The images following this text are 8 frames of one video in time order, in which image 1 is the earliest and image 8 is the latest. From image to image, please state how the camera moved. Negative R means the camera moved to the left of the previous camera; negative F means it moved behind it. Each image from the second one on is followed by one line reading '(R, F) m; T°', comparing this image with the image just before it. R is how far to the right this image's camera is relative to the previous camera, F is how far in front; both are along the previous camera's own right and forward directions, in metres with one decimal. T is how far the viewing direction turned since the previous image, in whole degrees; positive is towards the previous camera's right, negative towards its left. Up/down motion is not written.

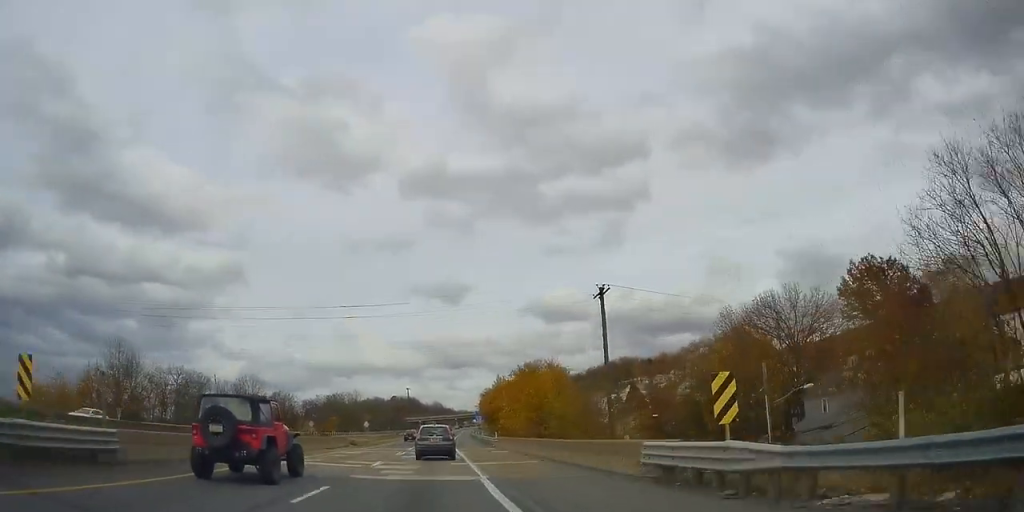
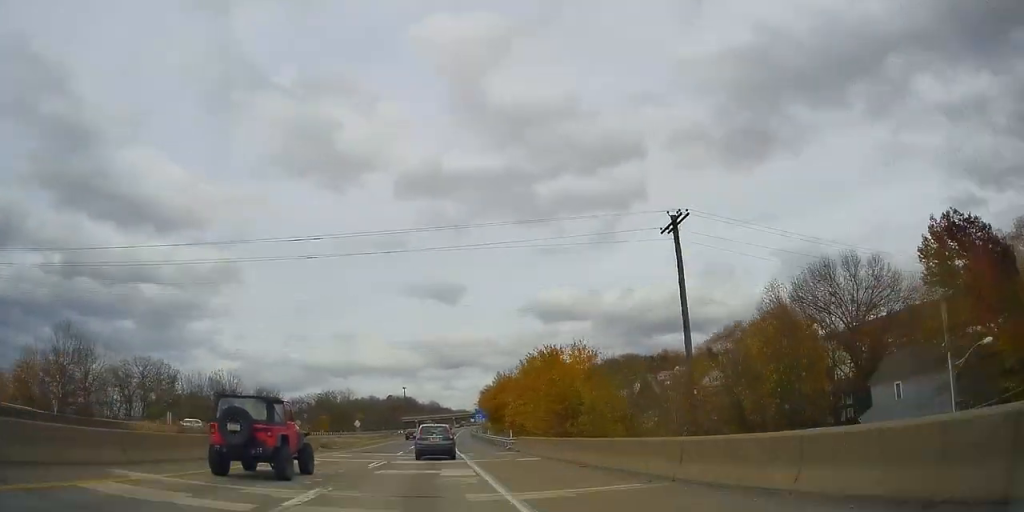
(+0.1, +12.9) m; +1°
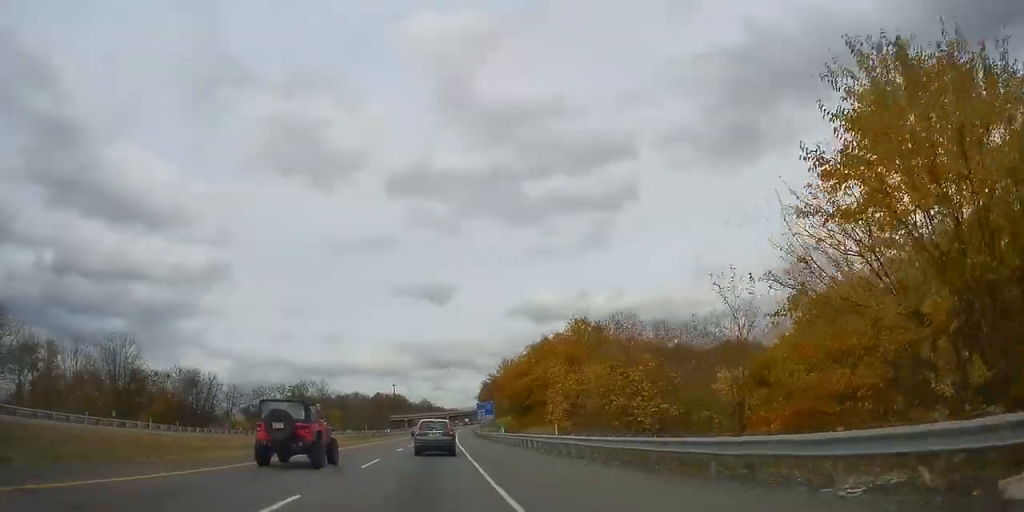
(+0.8, +40.1) m; +2°
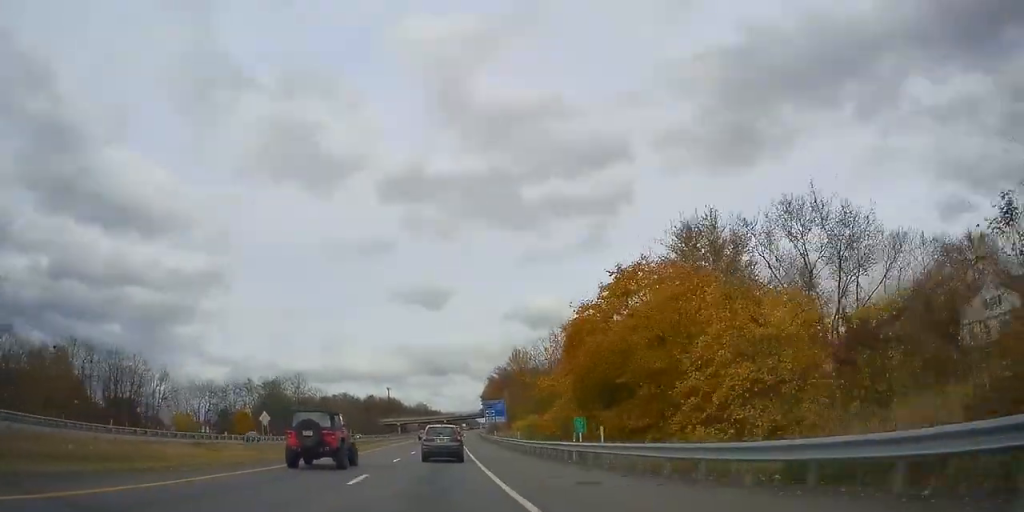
(+0.2, +29.6) m; 0°
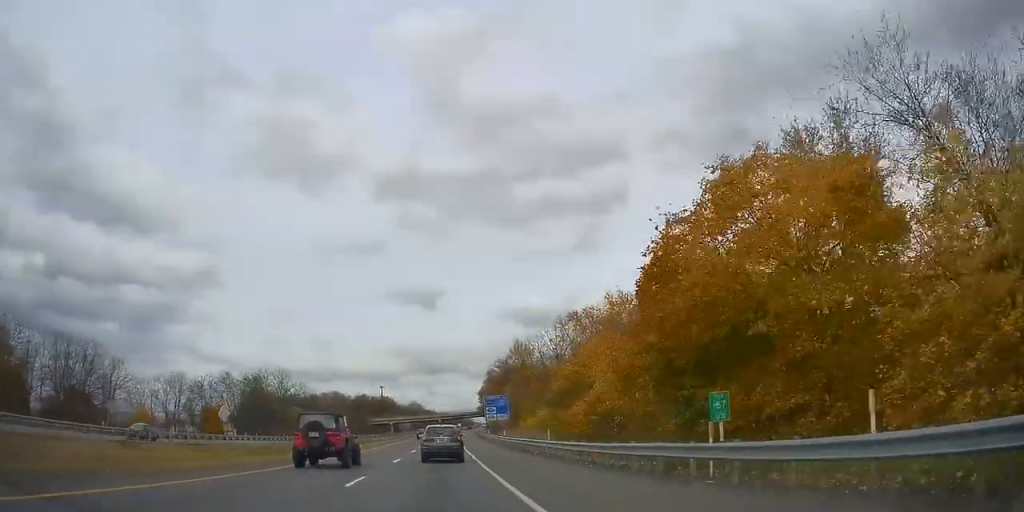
(0.0, +12.8) m; 0°
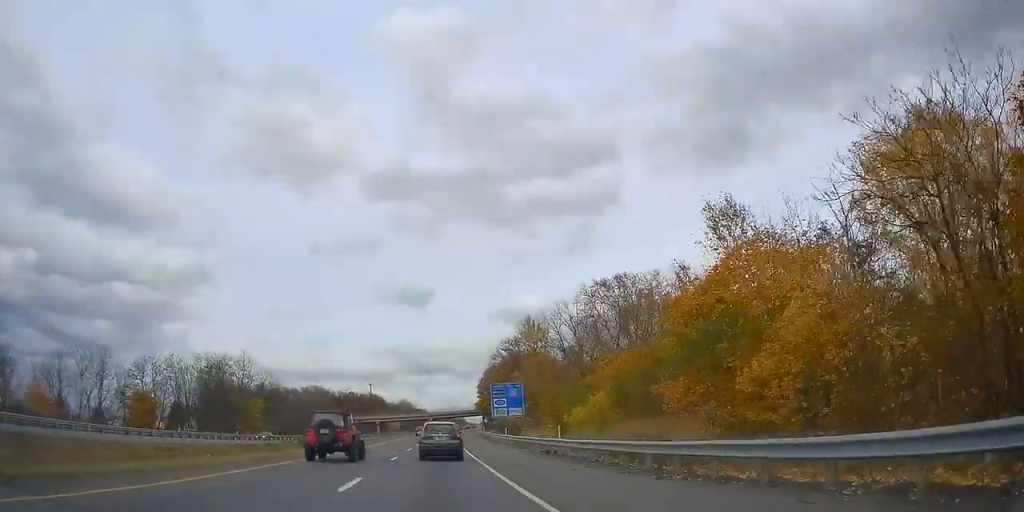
(+0.2, +25.7) m; +1°
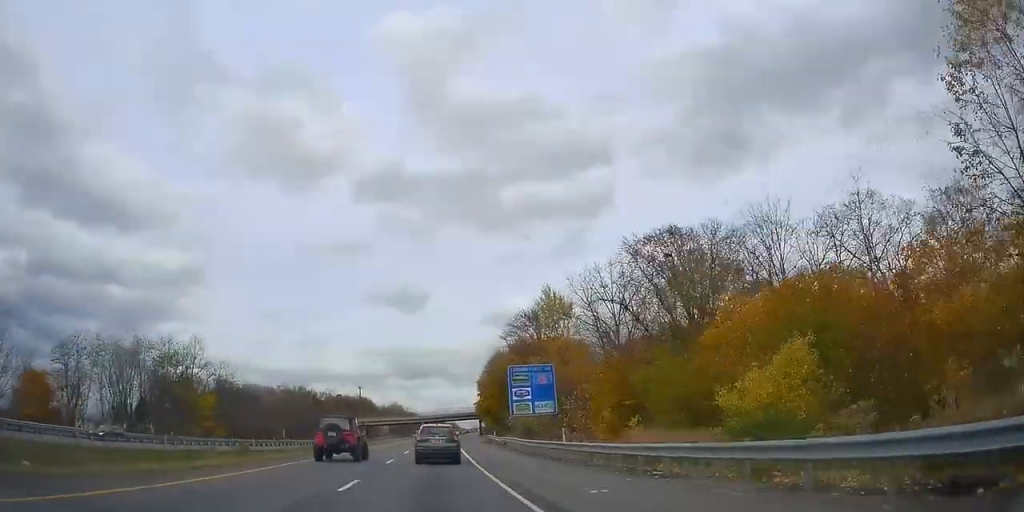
(+0.2, +24.1) m; +1°
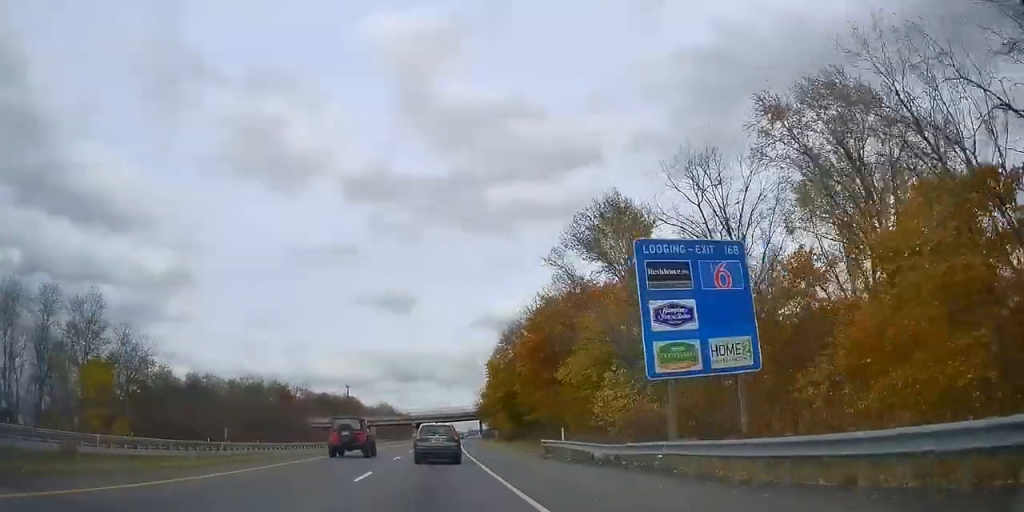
(+0.1, +34.0) m; 0°
